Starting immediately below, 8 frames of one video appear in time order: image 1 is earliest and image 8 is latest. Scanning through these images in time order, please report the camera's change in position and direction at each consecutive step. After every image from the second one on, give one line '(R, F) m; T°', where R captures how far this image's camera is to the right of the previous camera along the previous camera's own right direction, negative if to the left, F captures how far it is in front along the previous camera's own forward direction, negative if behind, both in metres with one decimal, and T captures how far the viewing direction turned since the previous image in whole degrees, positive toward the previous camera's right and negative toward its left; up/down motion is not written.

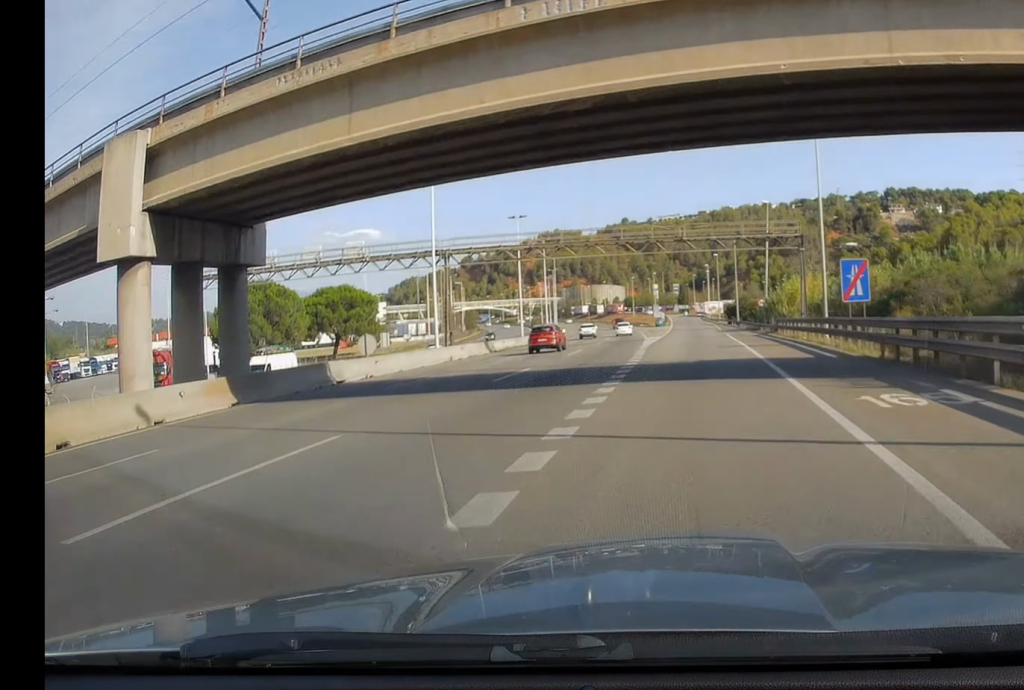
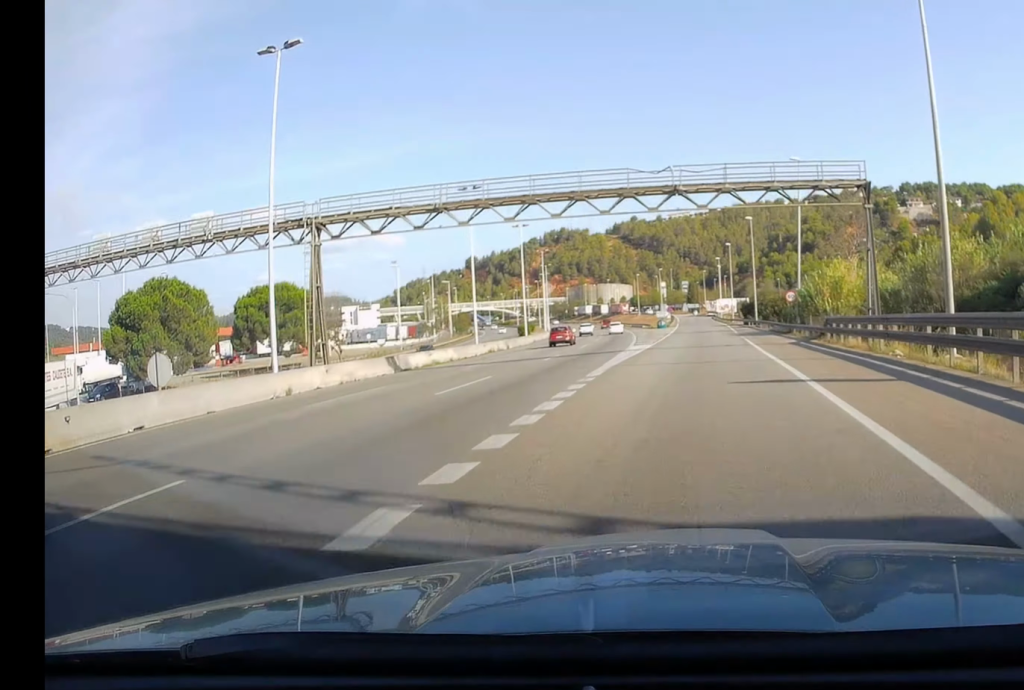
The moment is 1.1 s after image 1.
(0.0, +21.7) m; -1°
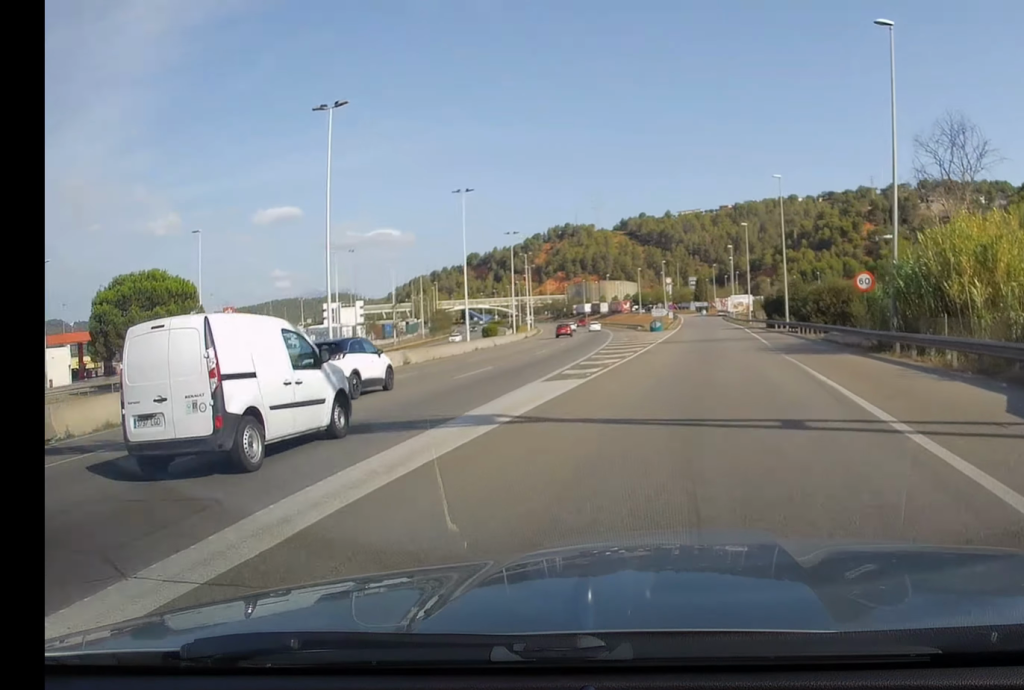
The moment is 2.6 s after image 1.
(-0.5, +28.6) m; -1°
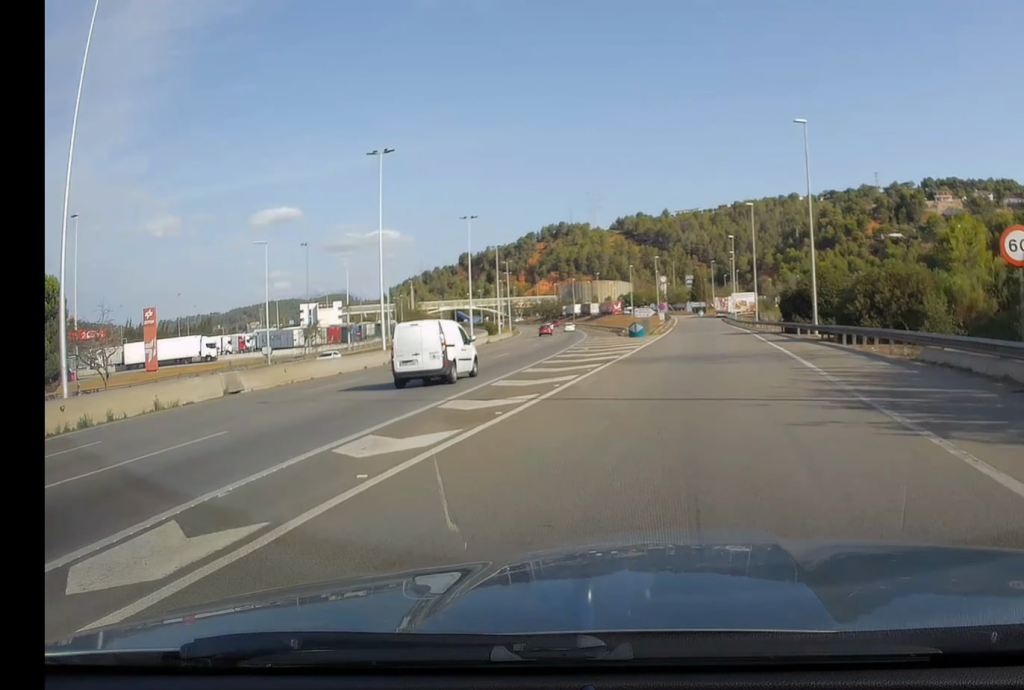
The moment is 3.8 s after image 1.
(-0.1, +19.4) m; 0°
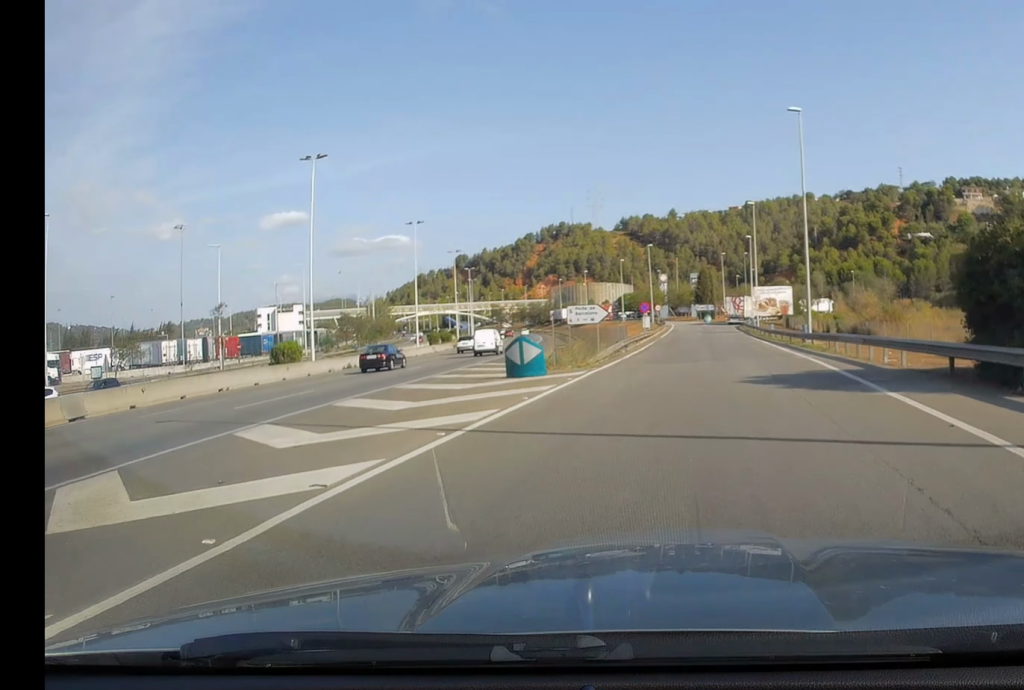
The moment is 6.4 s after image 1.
(-0.1, +38.5) m; -1°
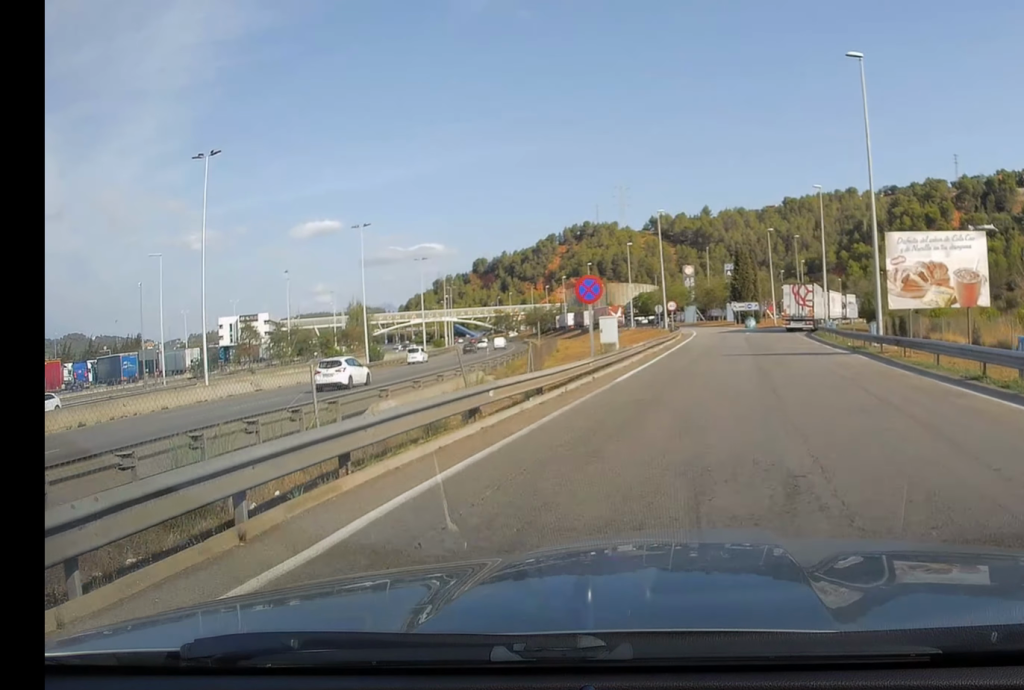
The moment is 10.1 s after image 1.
(-0.7, +44.9) m; -2°
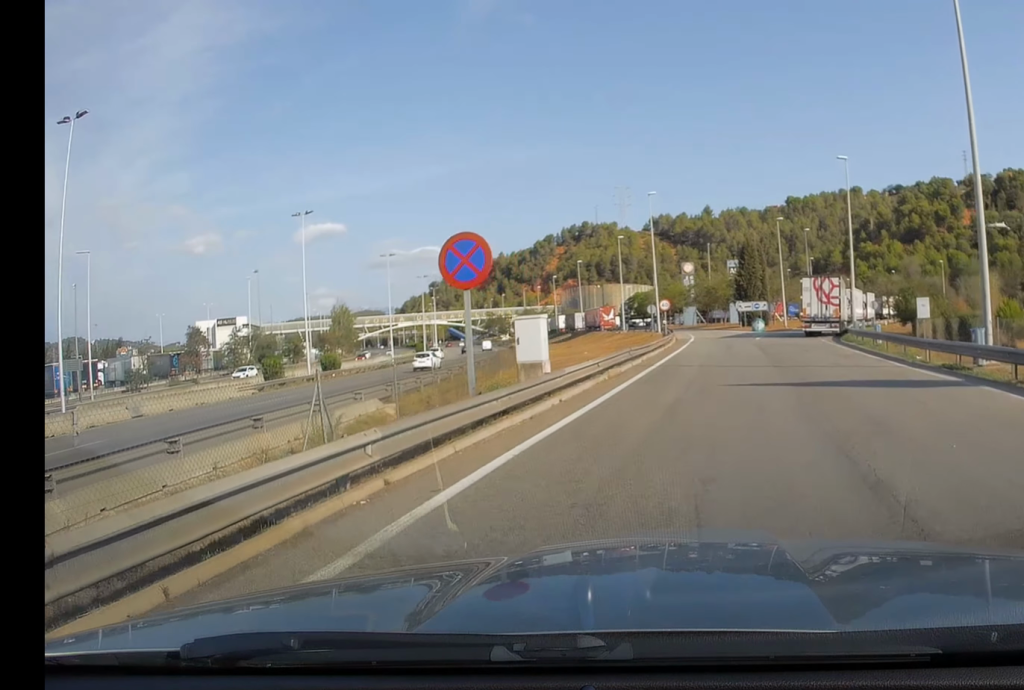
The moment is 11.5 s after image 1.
(-0.1, +13.6) m; -1°
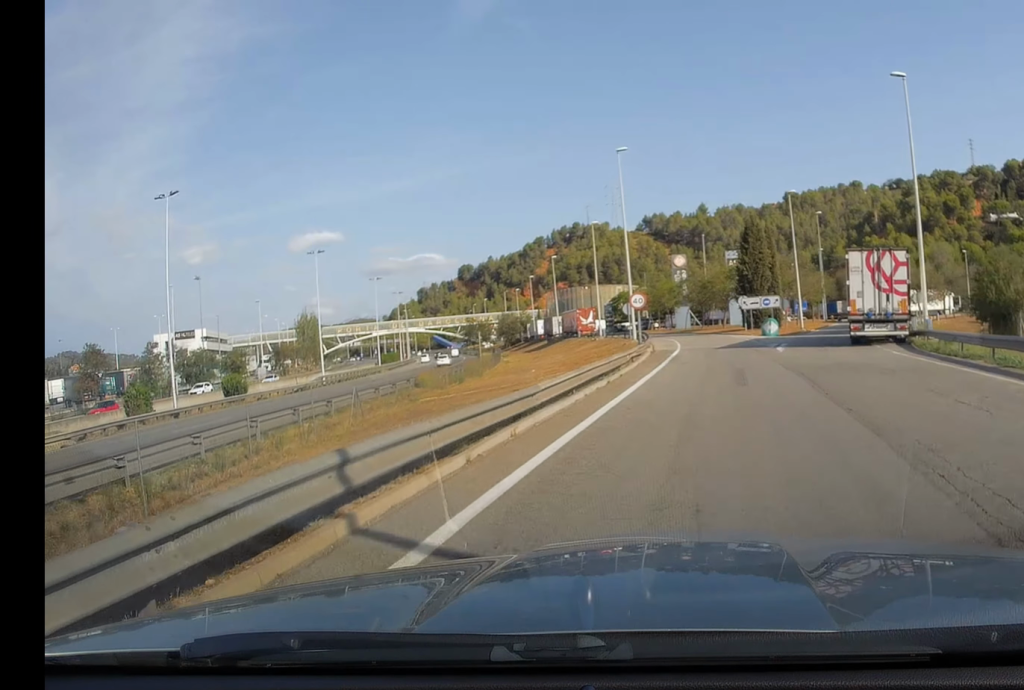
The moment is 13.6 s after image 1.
(-0.2, +18.9) m; 0°
